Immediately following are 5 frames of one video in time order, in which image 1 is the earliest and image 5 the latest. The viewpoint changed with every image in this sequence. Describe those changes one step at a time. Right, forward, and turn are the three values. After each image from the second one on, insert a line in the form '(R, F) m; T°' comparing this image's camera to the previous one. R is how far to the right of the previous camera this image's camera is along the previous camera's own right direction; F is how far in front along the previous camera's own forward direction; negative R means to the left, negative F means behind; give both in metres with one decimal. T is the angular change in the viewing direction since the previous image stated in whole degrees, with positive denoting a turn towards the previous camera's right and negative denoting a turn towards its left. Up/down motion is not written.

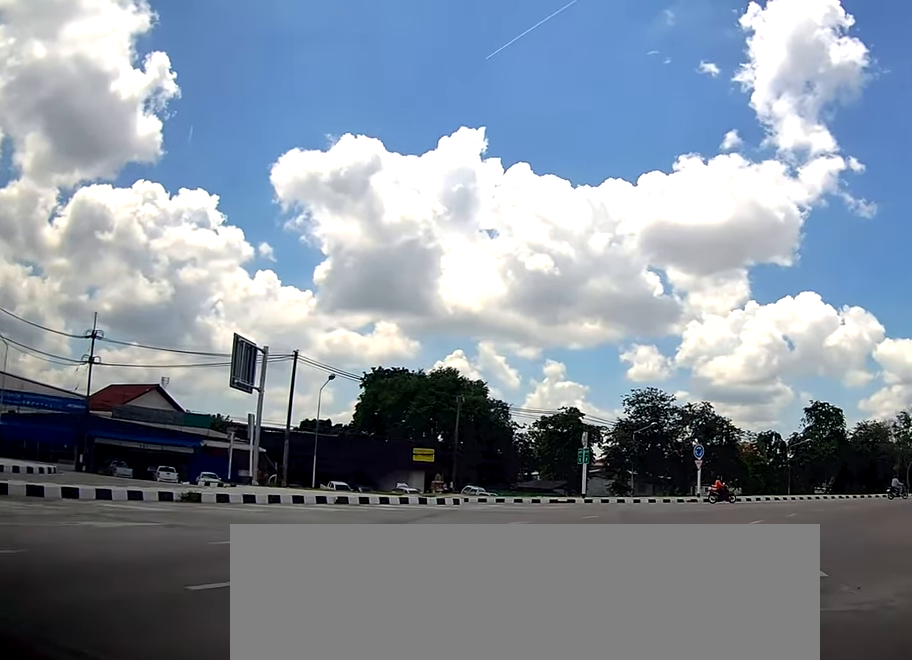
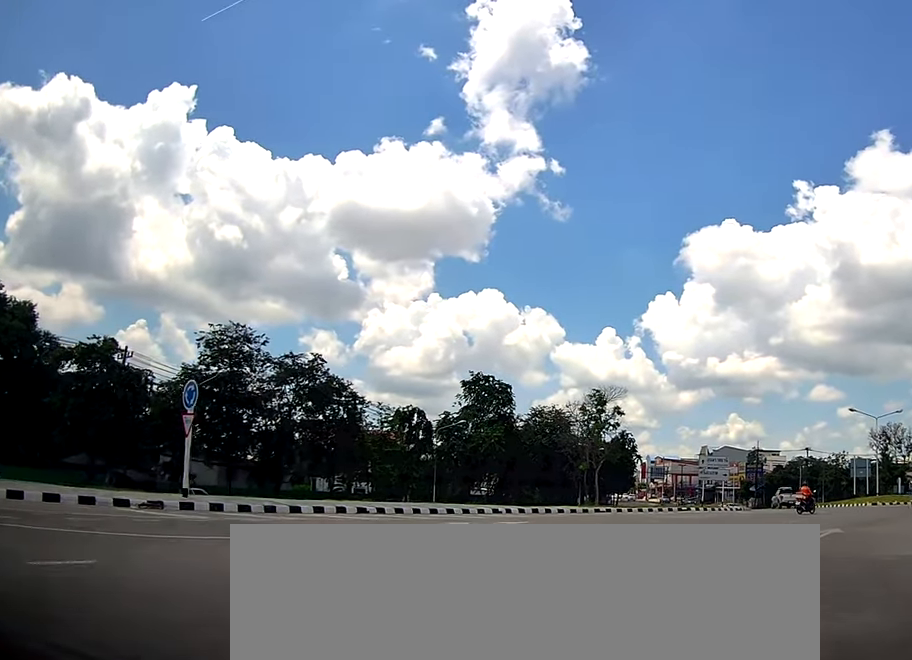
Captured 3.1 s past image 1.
(+6.0, +23.0) m; +28°
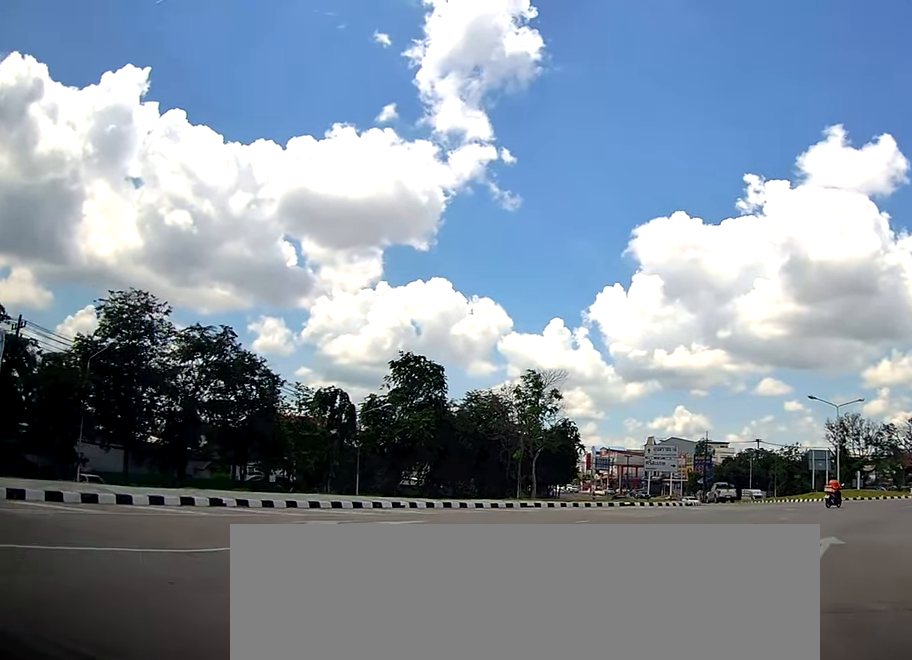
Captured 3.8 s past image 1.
(+0.2, +5.1) m; +2°
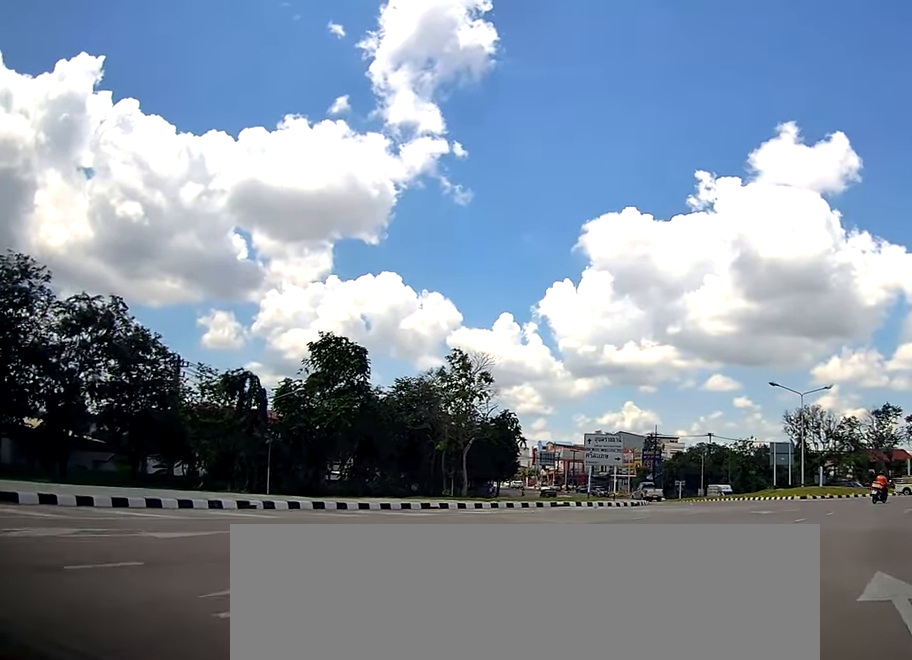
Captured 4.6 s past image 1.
(0.0, +6.1) m; +5°
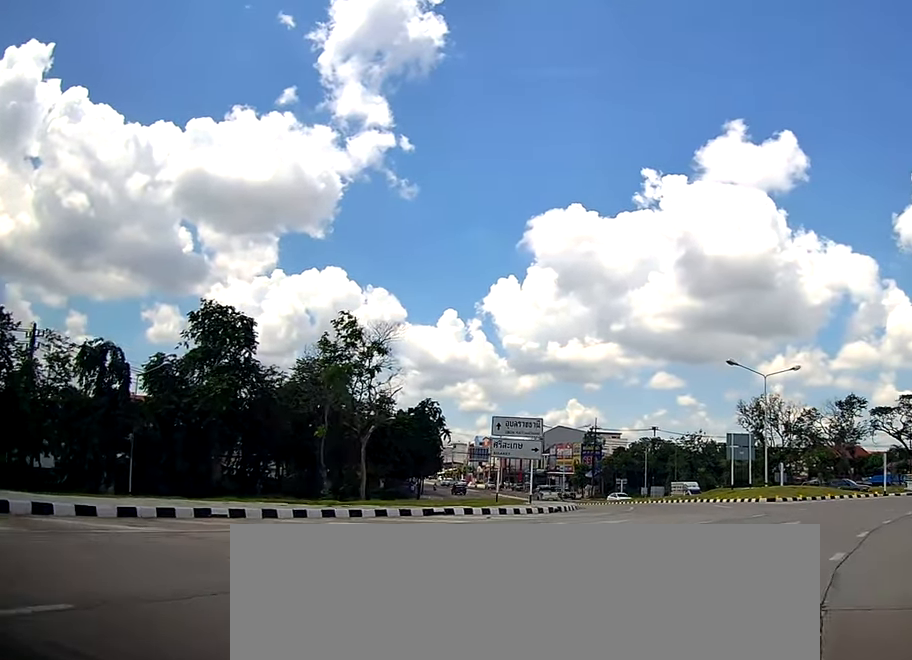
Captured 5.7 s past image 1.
(+0.9, +8.9) m; +8°
